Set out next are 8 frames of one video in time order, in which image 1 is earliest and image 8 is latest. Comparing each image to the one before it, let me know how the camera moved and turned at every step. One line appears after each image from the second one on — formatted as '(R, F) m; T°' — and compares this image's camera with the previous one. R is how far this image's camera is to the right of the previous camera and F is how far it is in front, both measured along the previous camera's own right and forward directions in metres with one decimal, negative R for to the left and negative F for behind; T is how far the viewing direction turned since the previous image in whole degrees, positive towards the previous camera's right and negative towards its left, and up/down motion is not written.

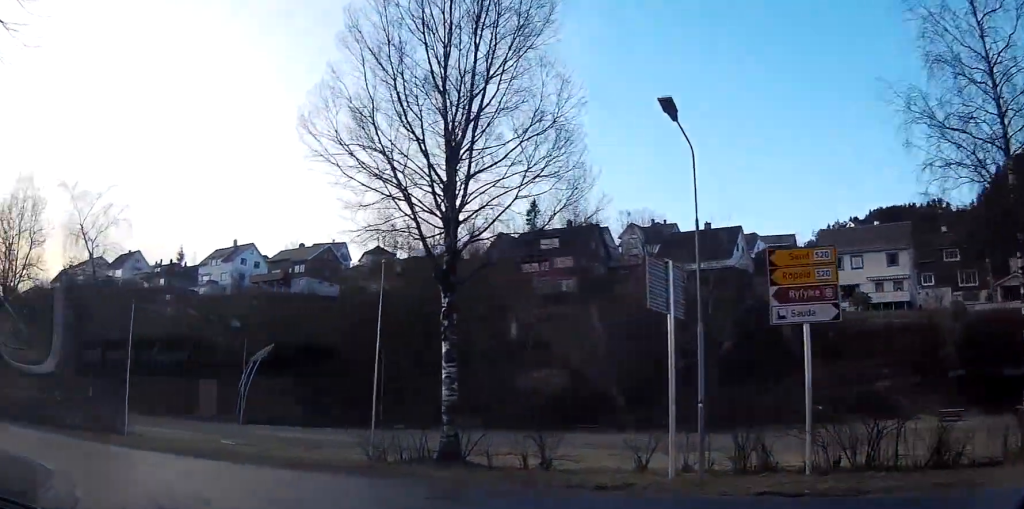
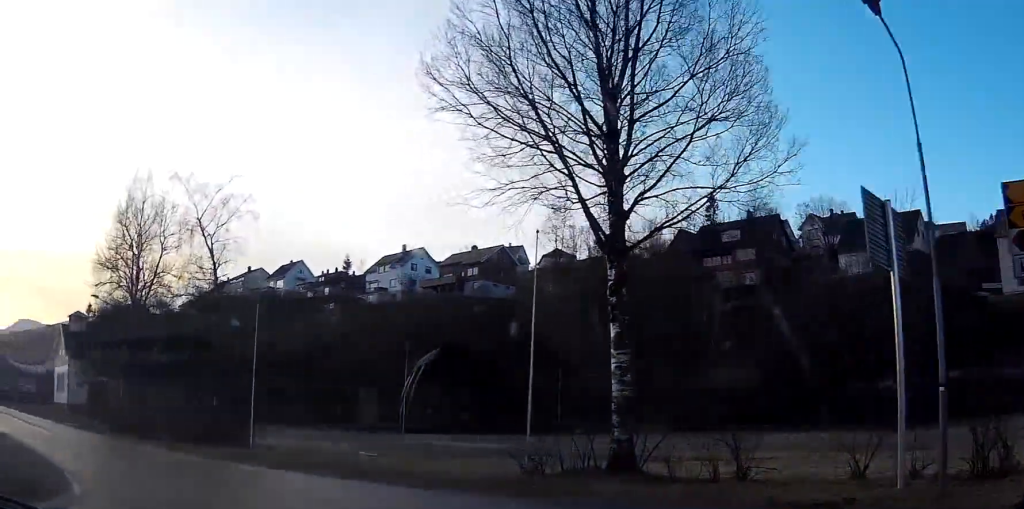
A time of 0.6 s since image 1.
(-0.3, +4.0) m; -11°
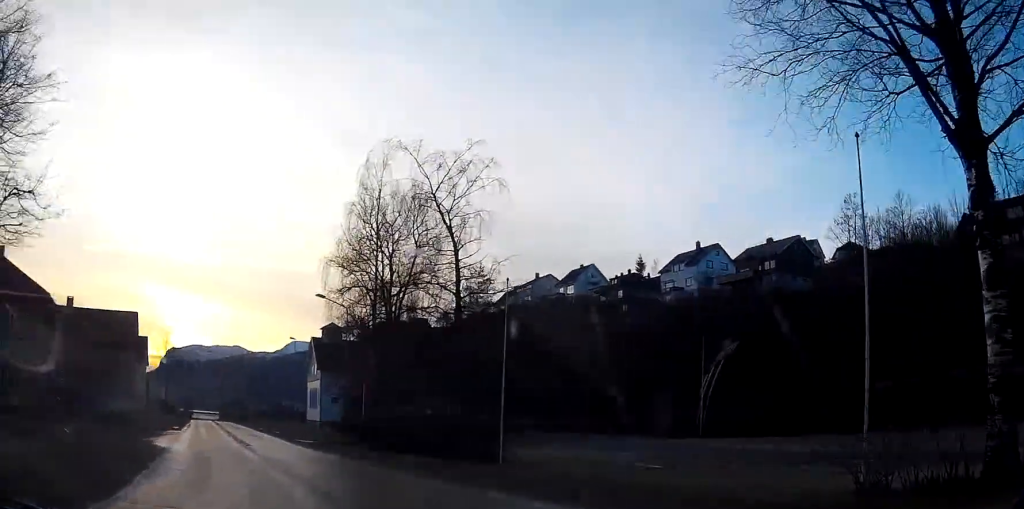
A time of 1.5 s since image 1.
(-0.3, +5.9) m; -17°
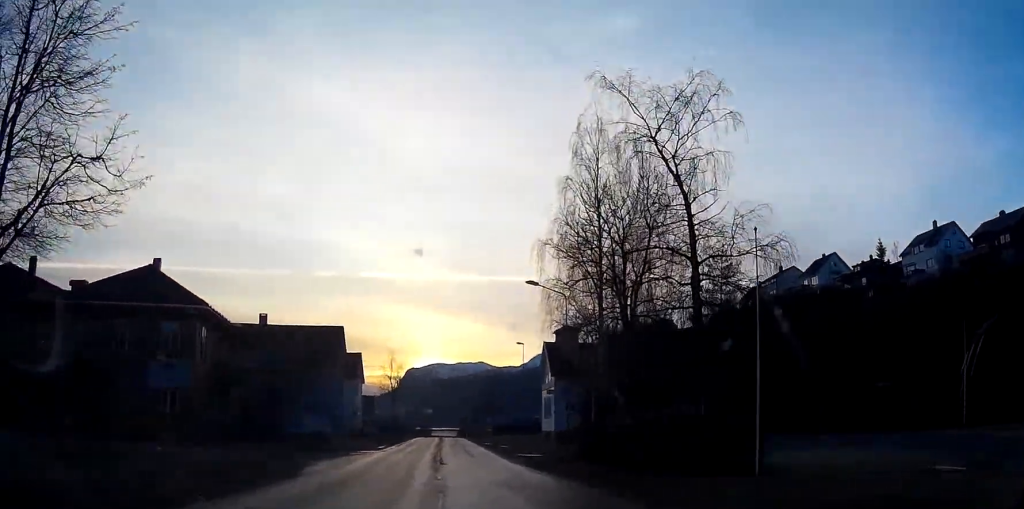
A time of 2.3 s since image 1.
(-1.3, +6.2) m; -14°
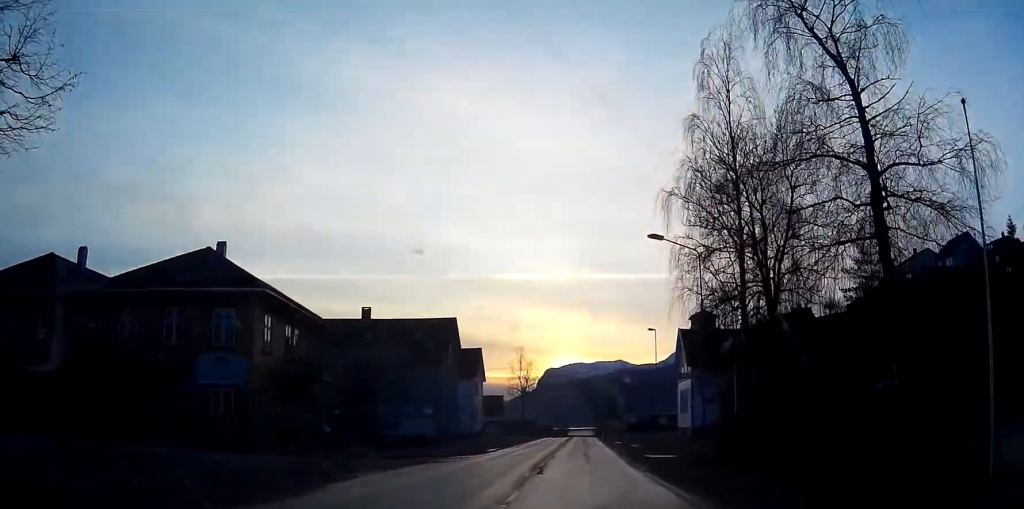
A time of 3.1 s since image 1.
(-0.8, +7.2) m; -9°
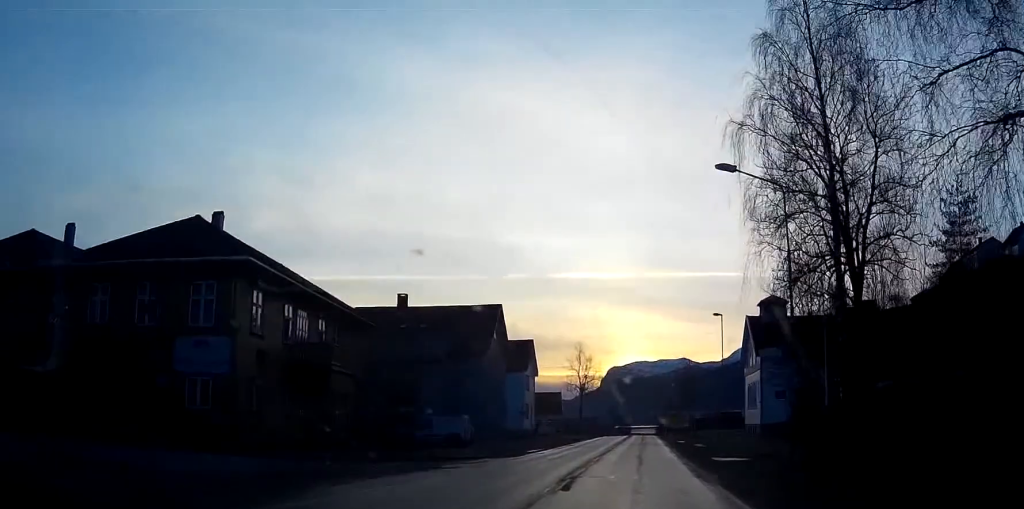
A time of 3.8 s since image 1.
(-0.4, +6.8) m; -5°
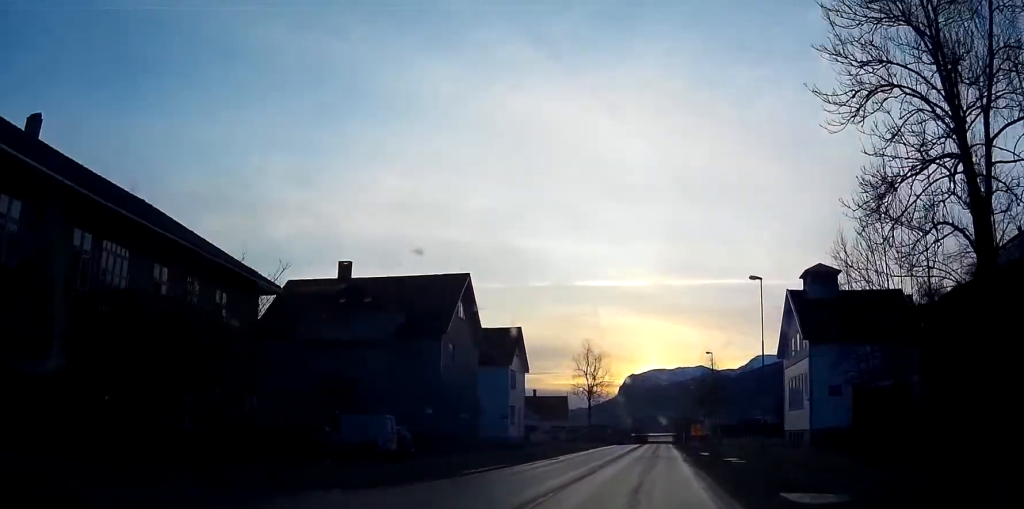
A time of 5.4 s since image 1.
(-0.7, +15.6) m; -3°
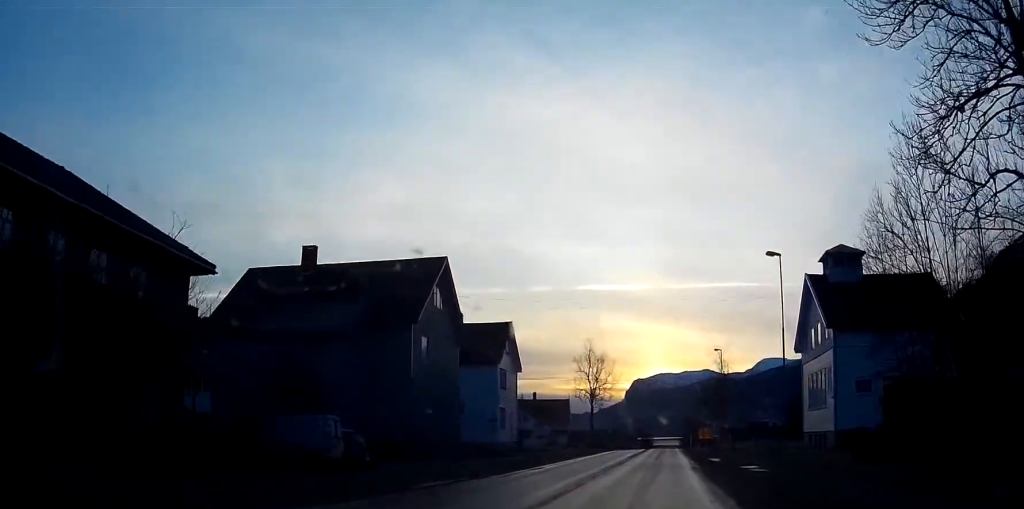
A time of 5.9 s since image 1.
(-0.1, +6.1) m; 0°
